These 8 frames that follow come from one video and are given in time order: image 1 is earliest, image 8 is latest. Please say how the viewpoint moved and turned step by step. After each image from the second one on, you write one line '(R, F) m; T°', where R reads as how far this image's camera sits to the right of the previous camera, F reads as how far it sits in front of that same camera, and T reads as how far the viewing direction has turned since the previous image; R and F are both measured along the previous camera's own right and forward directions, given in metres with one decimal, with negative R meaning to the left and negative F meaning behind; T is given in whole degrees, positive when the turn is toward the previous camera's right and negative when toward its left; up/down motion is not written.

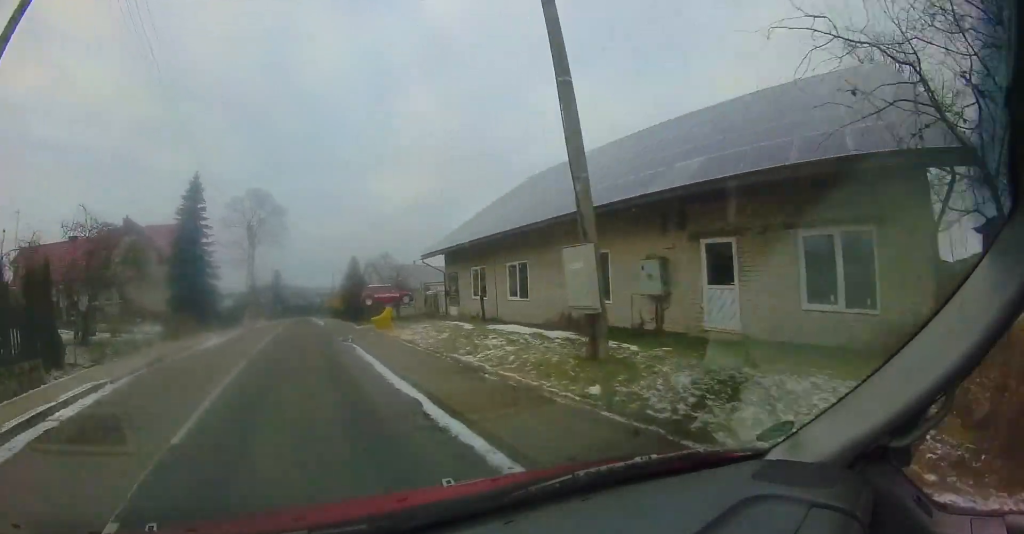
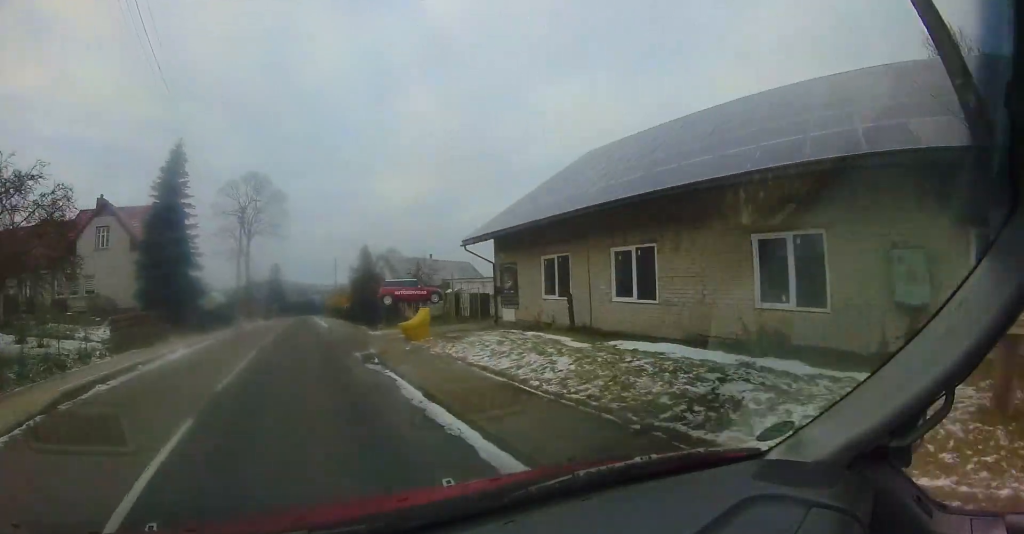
(0.0, +5.4) m; 0°
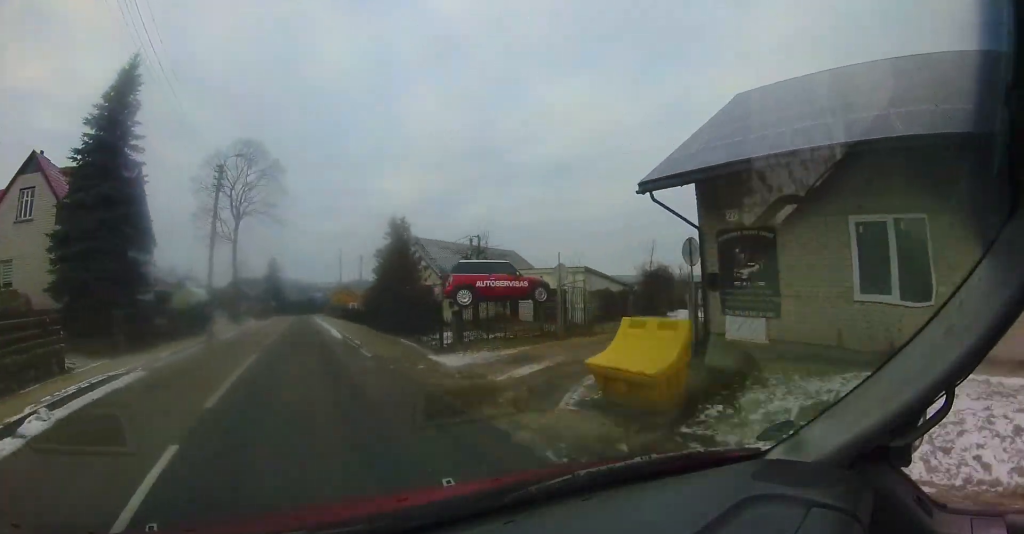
(0.0, +9.1) m; -1°
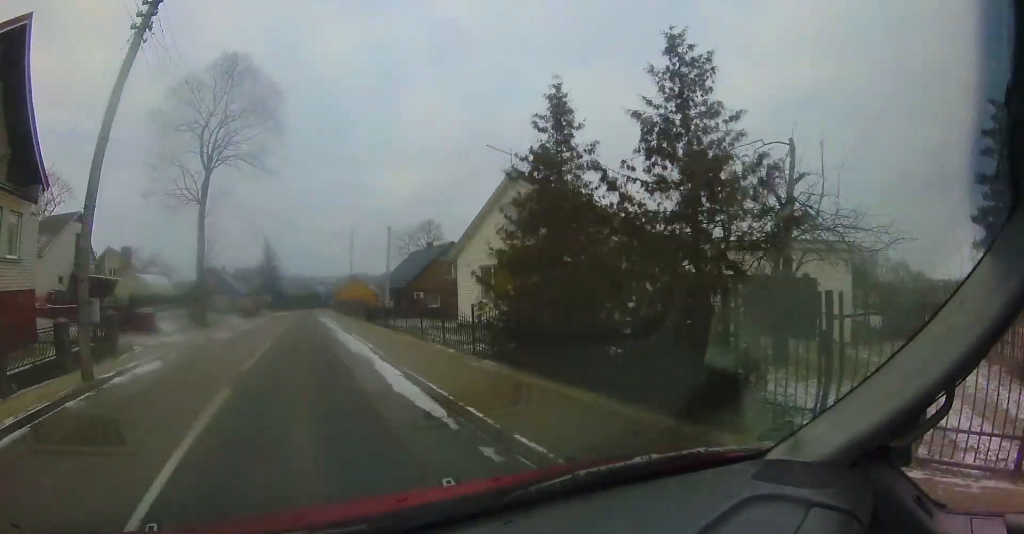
(-0.2, +12.8) m; -1°
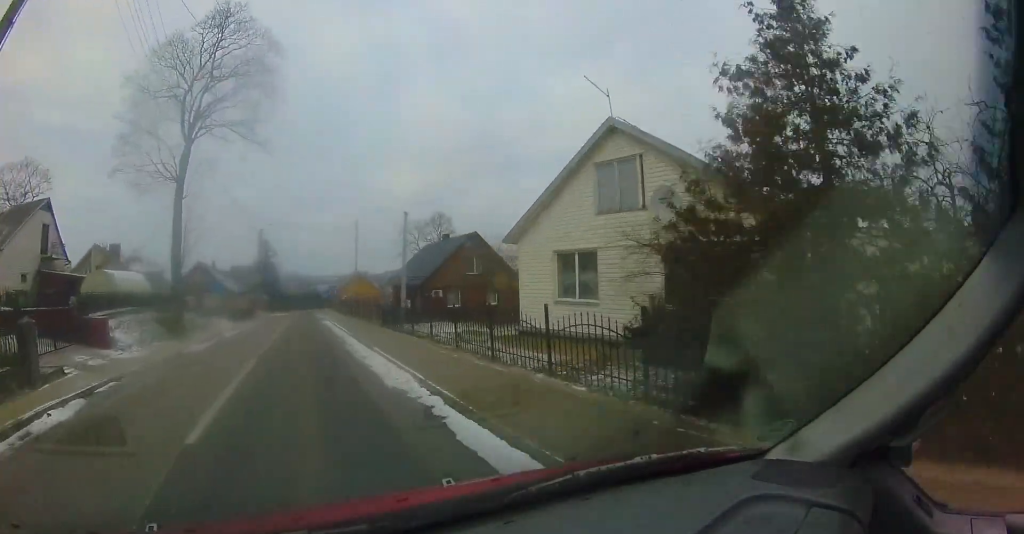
(-0.2, +4.7) m; 0°
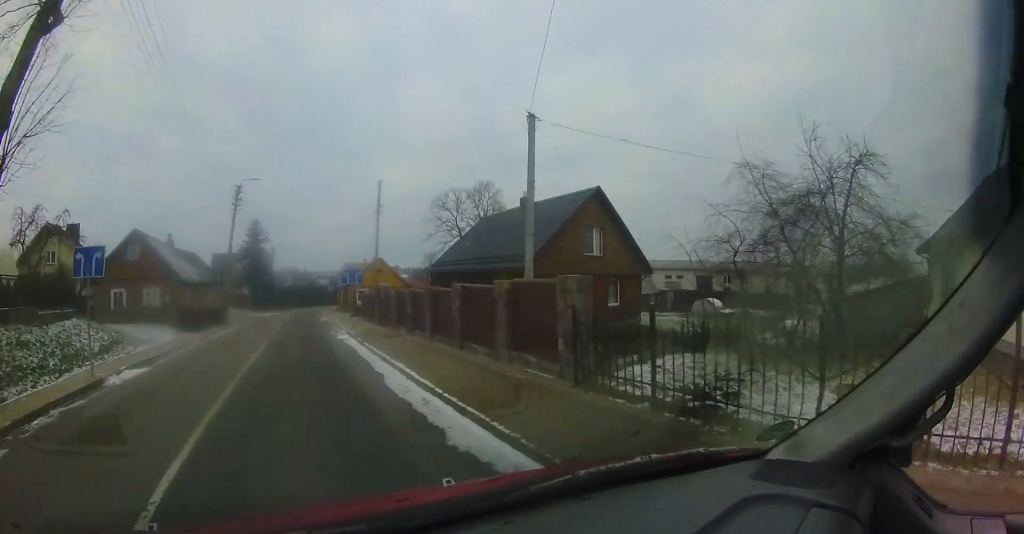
(+0.5, +13.5) m; +3°
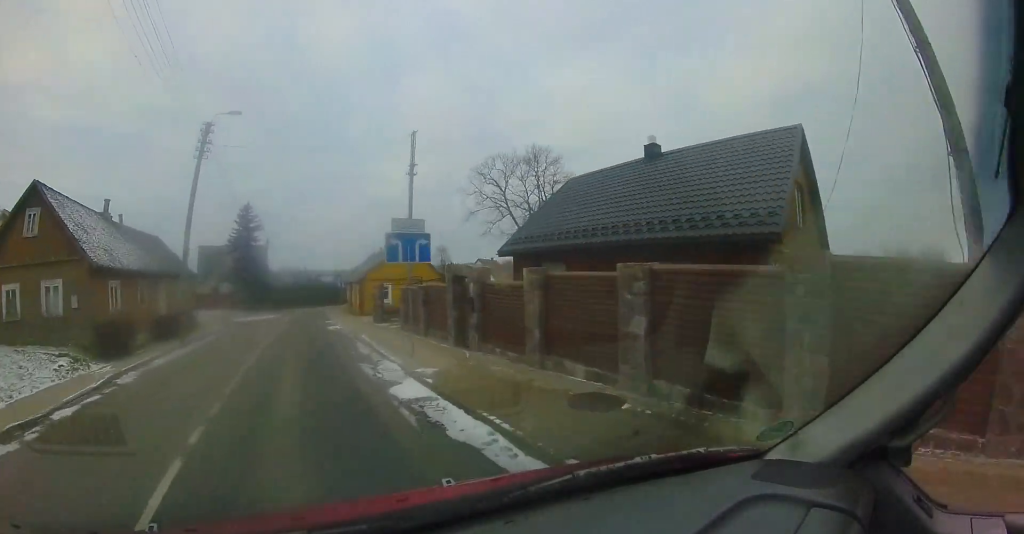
(0.0, +9.5) m; +3°
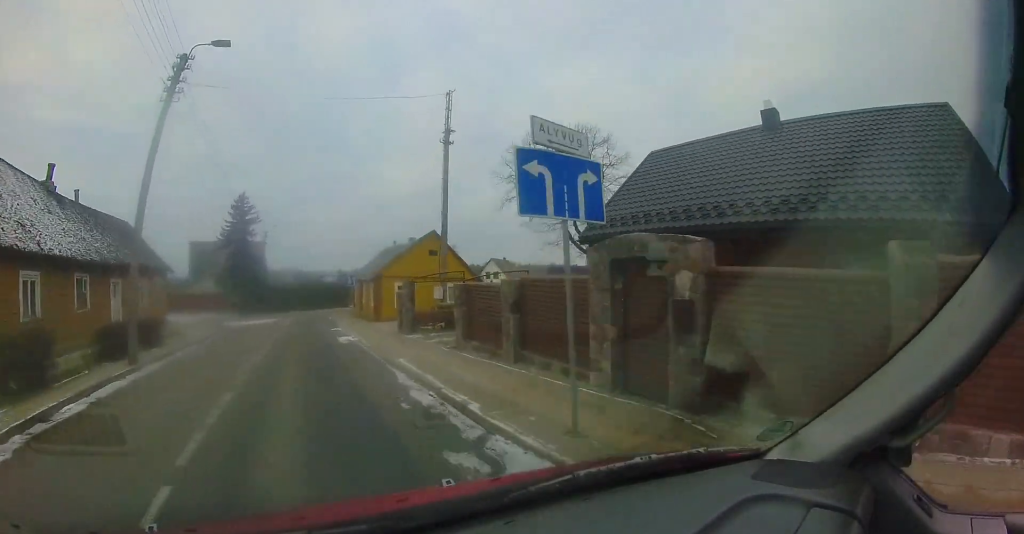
(+0.2, +5.2) m; +1°
